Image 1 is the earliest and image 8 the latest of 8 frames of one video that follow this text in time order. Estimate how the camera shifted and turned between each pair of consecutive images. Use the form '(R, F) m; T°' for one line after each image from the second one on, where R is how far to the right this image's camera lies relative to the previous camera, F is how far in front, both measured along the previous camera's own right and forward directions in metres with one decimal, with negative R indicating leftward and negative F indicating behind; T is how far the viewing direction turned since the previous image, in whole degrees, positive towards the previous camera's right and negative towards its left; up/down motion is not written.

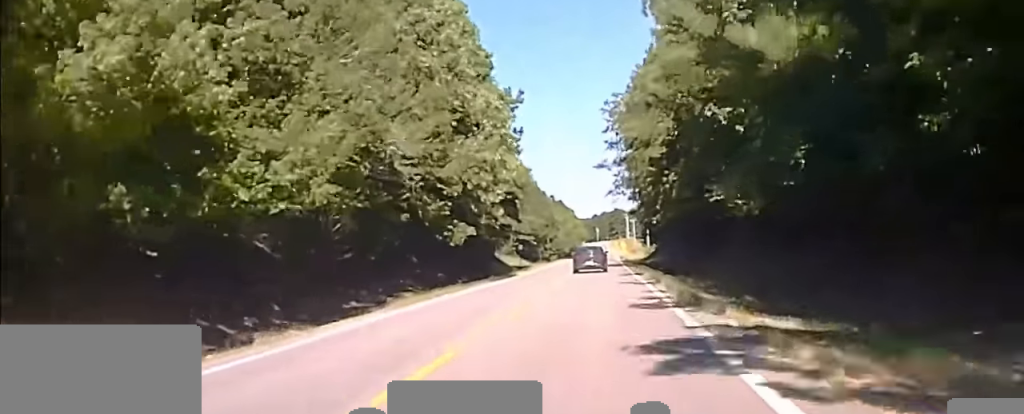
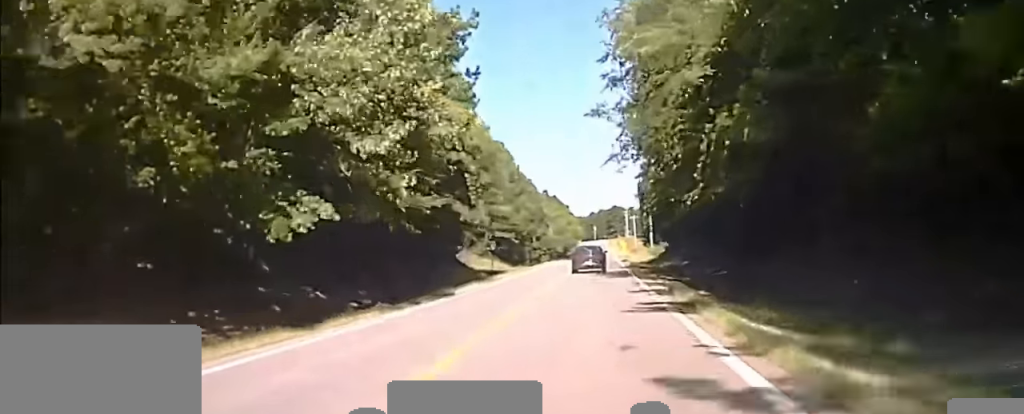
(-0.1, +31.3) m; 0°
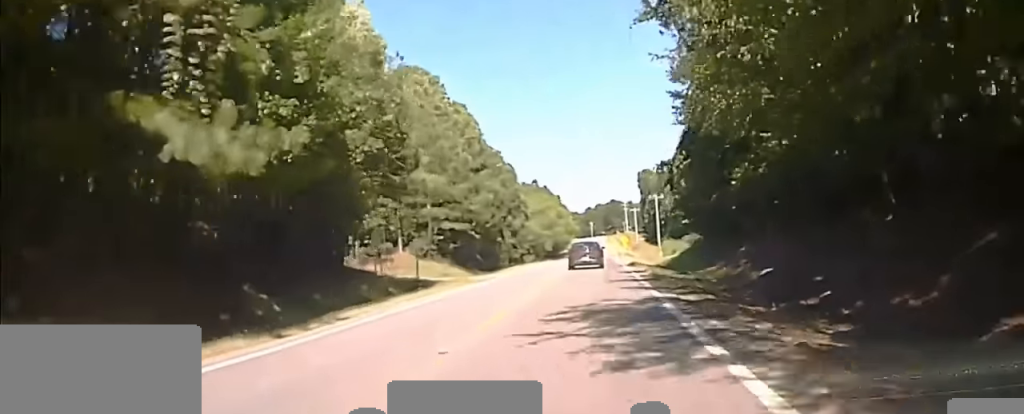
(0.0, +33.8) m; 0°
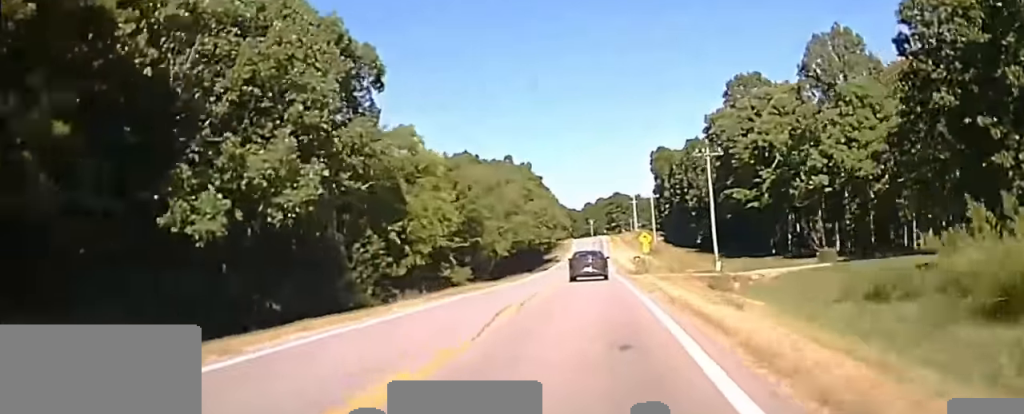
(+0.3, +63.0) m; 0°
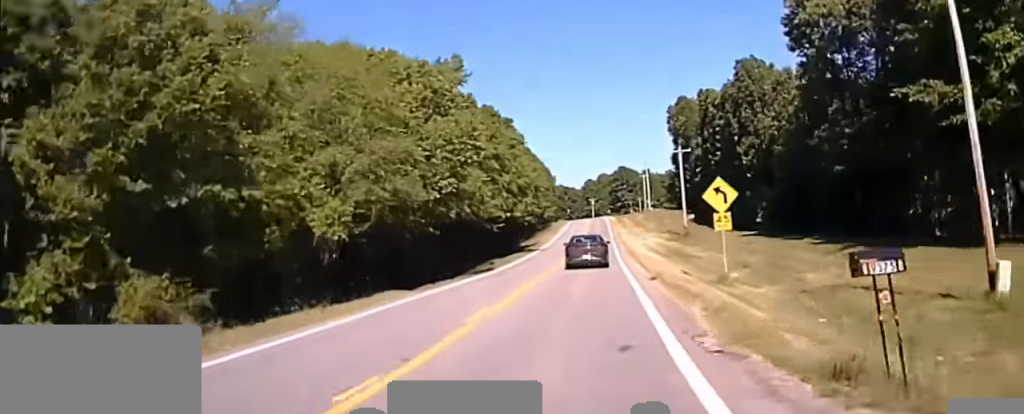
(+0.1, +46.3) m; 0°
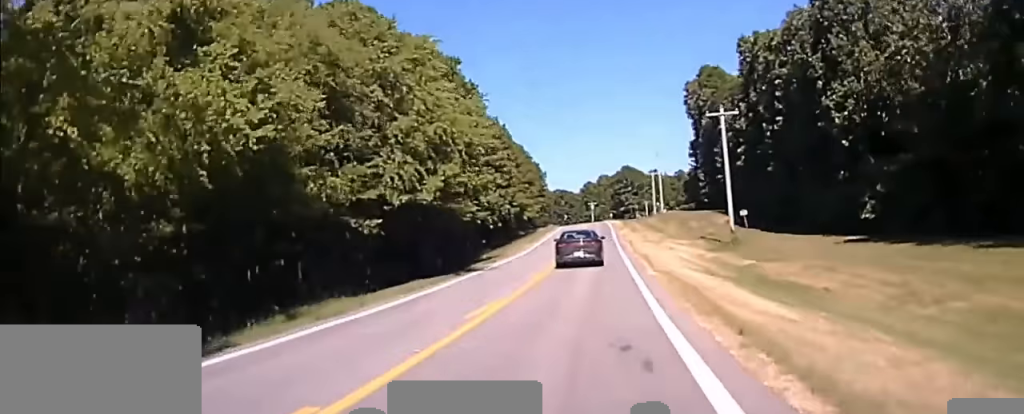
(0.0, +31.7) m; 0°
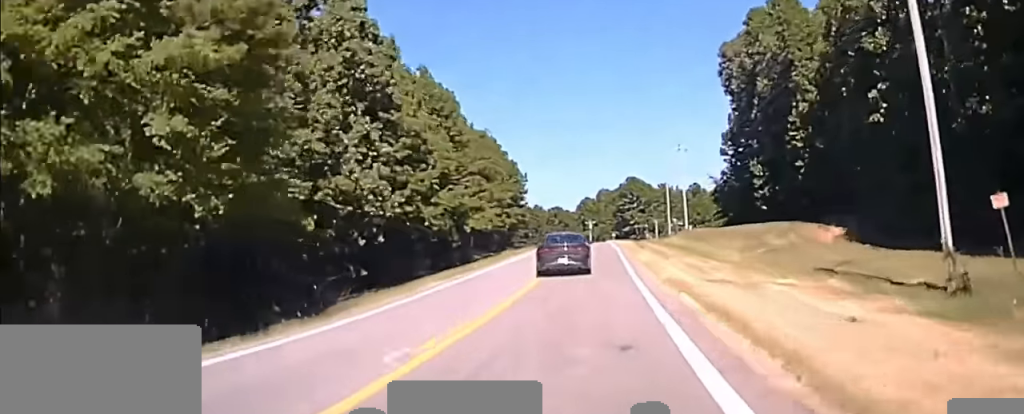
(0.0, +40.5) m; 0°
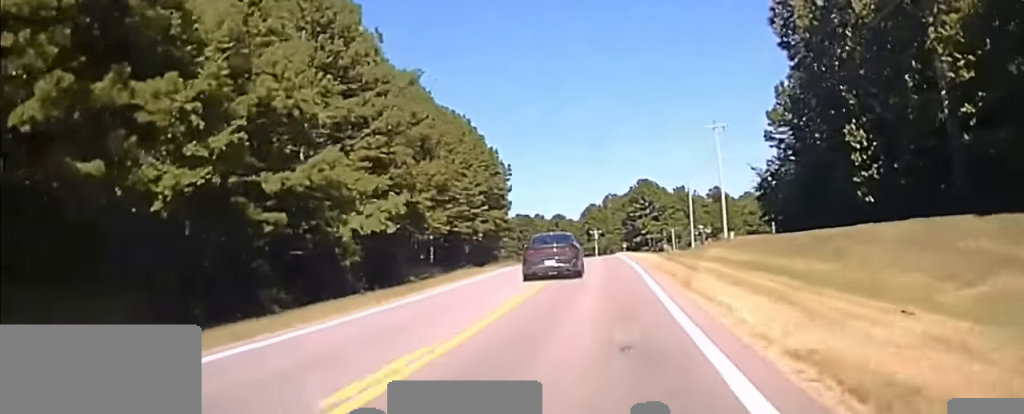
(0.0, +28.6) m; 0°
